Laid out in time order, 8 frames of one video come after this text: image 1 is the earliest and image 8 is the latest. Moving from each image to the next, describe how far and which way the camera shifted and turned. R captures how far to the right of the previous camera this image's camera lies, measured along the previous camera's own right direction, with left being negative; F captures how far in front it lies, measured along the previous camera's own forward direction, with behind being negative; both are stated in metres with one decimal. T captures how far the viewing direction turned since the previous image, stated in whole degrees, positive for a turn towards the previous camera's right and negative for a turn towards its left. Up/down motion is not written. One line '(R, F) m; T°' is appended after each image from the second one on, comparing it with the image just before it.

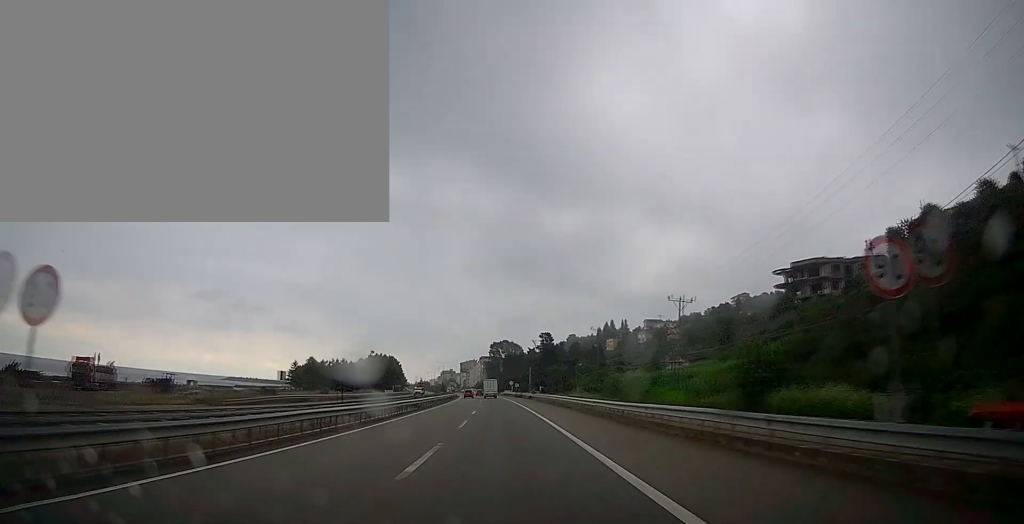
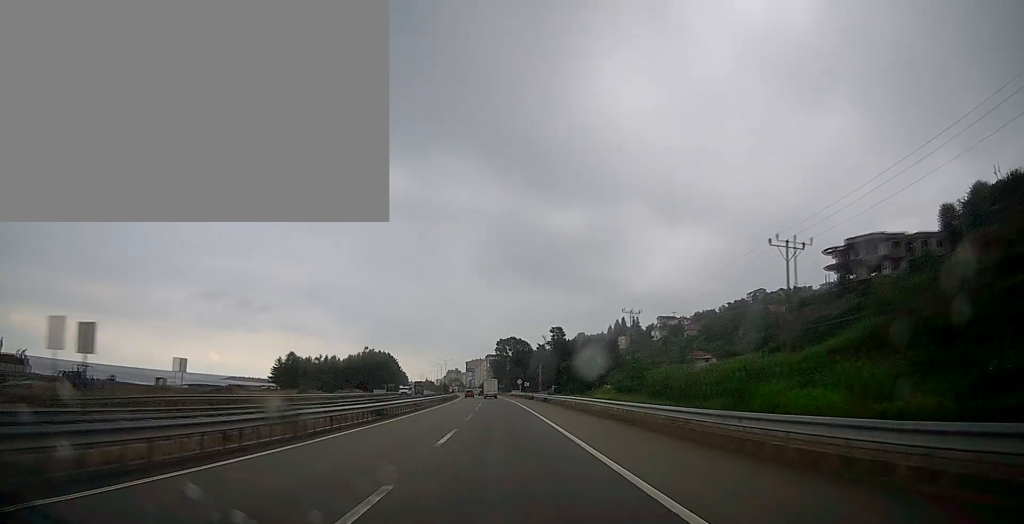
(-0.2, +18.7) m; -1°
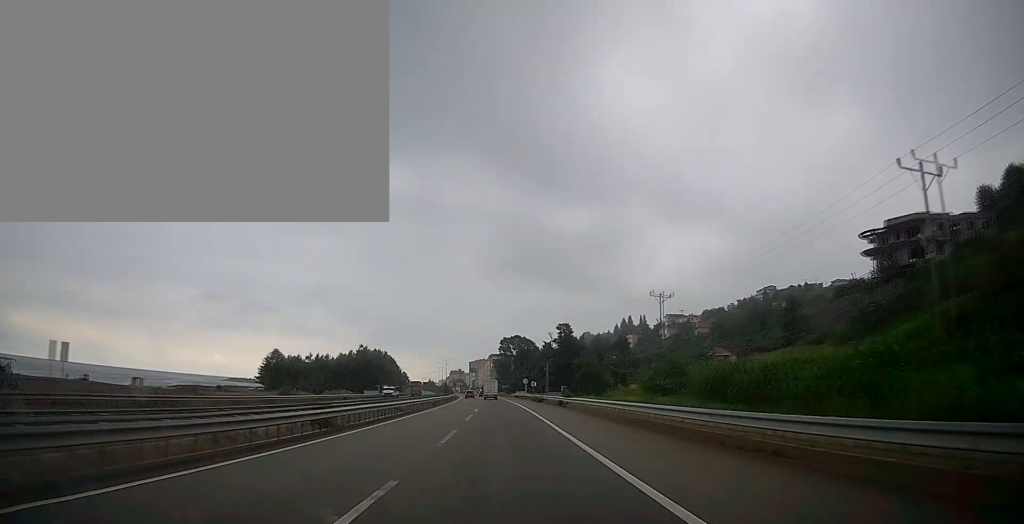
(-0.2, +11.5) m; 0°
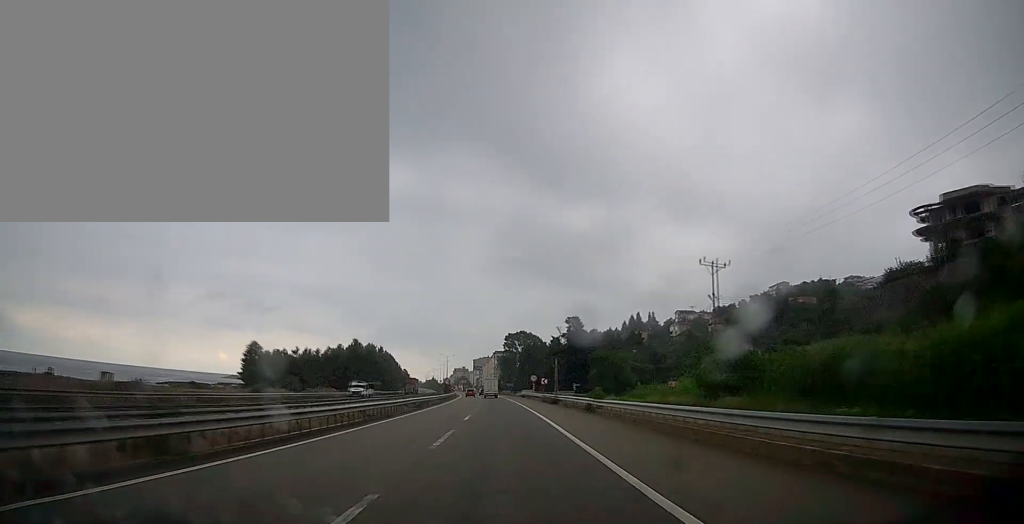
(-0.3, +13.2) m; 0°
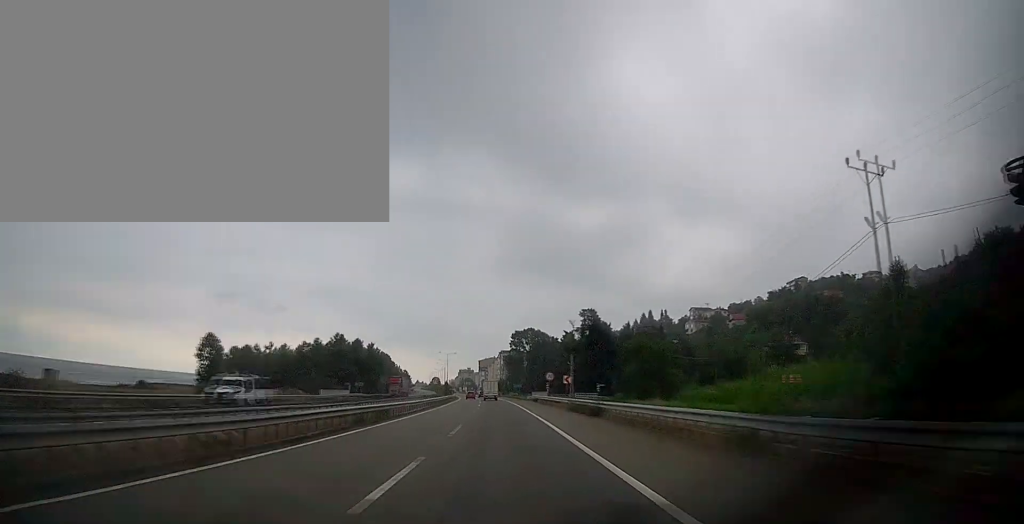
(+0.2, +19.2) m; 0°
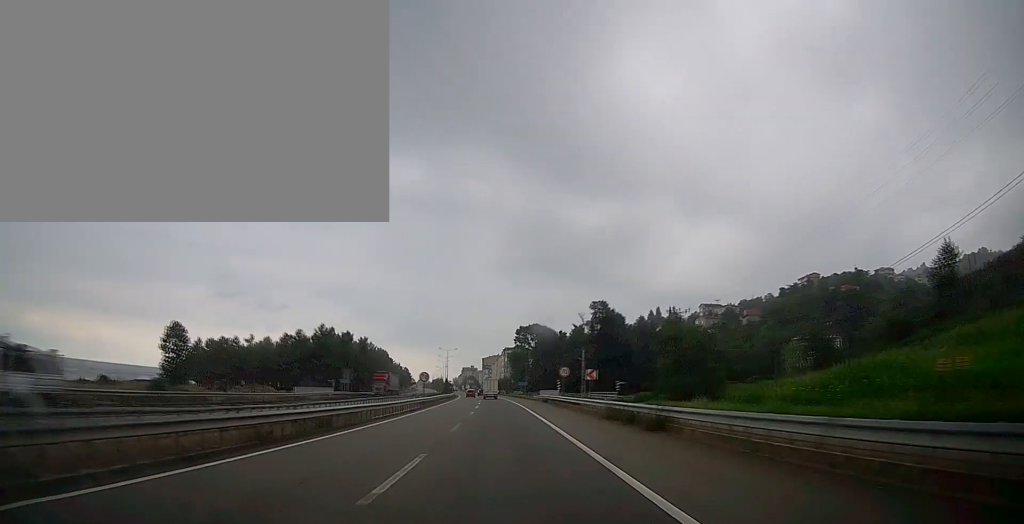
(+0.1, +11.3) m; 0°
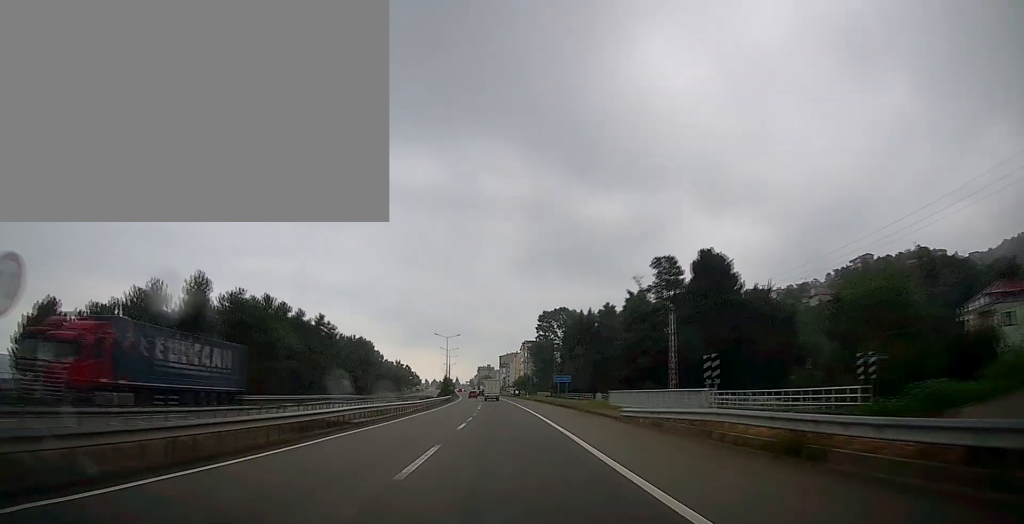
(-1.7, +45.5) m; -4°
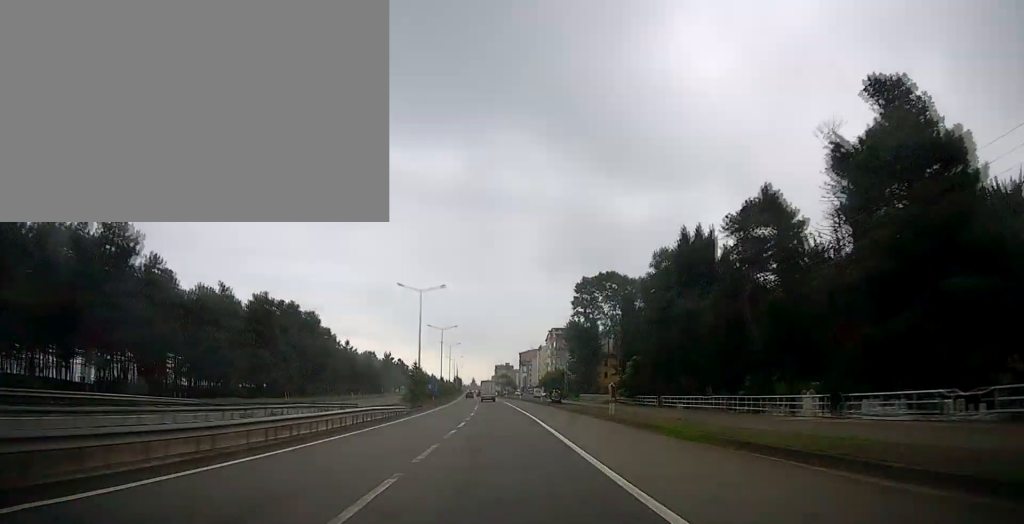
(-0.1, +57.8) m; -1°
